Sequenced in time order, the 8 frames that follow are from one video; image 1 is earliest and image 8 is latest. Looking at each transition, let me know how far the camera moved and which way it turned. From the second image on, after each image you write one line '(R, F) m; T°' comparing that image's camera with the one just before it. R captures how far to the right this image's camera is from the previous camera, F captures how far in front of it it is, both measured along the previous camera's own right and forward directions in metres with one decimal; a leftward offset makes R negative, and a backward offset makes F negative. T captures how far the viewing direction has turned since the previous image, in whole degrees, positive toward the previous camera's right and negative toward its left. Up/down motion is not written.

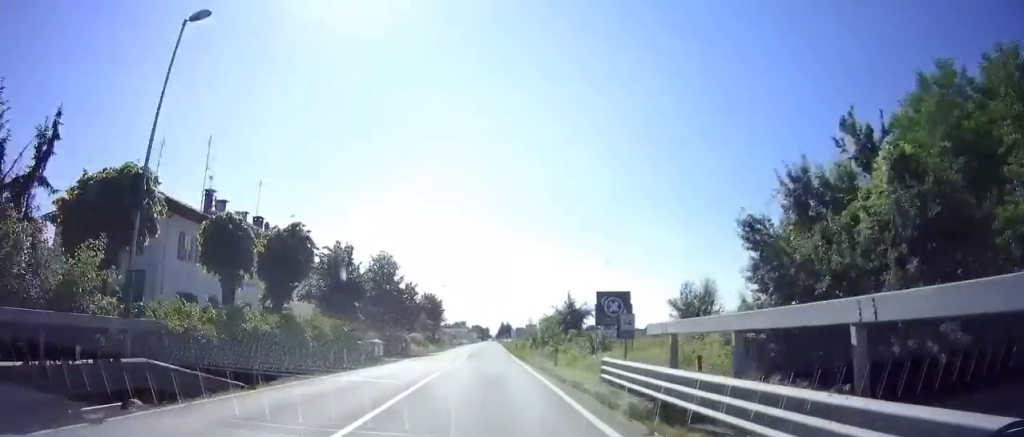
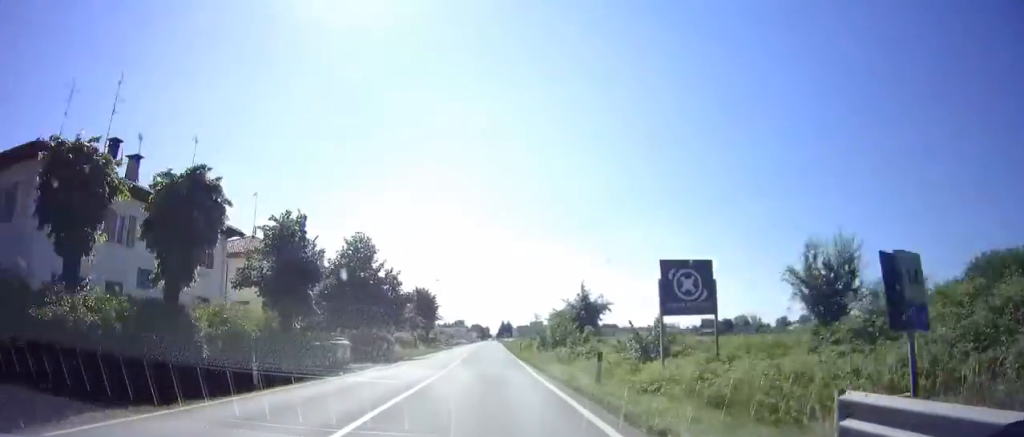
(0.0, +8.3) m; 0°
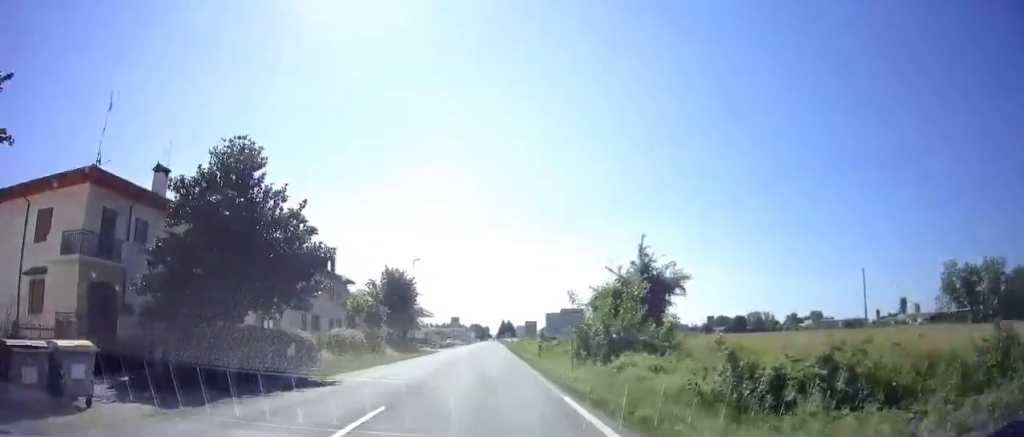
(-0.1, +20.6) m; 0°
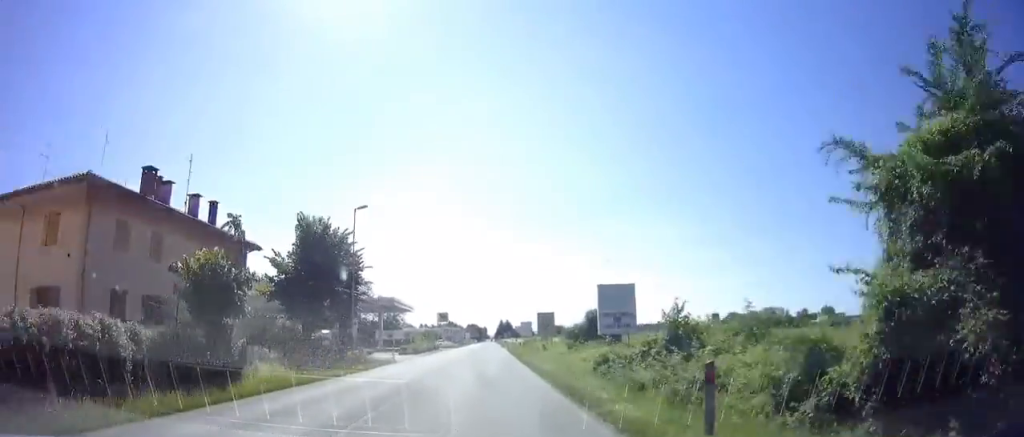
(+0.1, +23.7) m; 0°
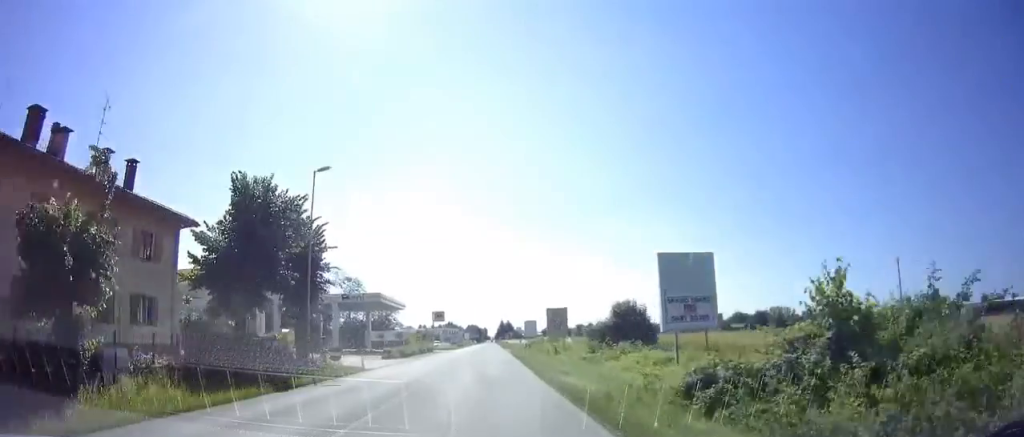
(0.0, +9.0) m; 0°
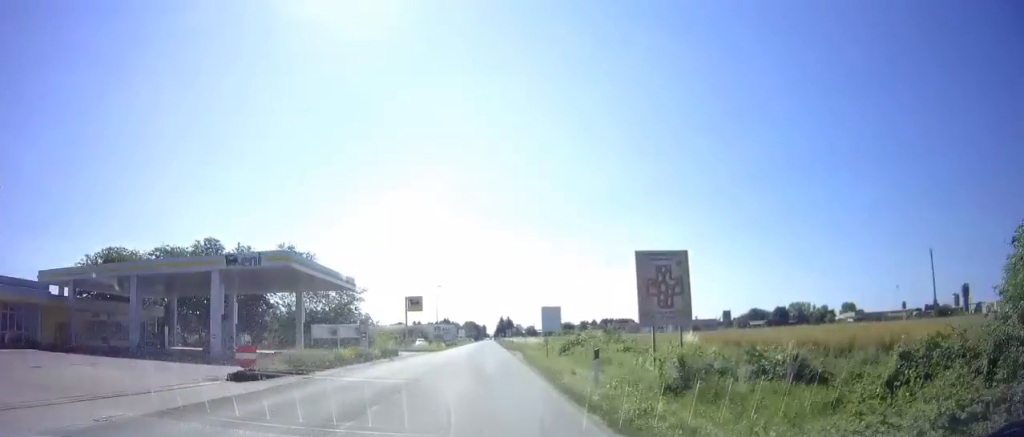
(0.0, +26.8) m; 0°
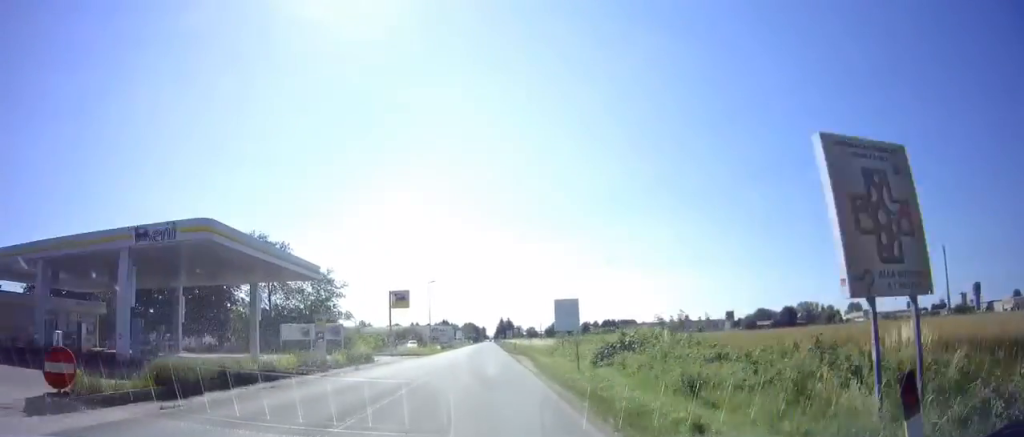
(0.0, +8.8) m; 0°
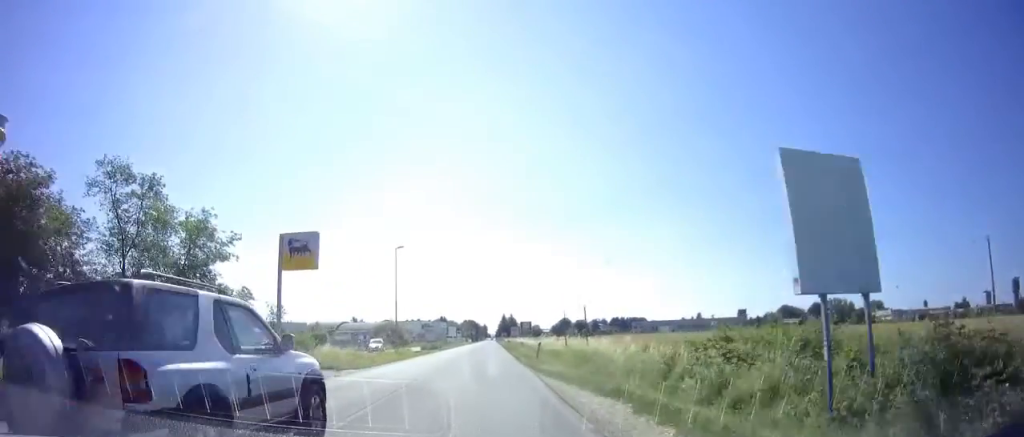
(+0.1, +29.0) m; -1°
